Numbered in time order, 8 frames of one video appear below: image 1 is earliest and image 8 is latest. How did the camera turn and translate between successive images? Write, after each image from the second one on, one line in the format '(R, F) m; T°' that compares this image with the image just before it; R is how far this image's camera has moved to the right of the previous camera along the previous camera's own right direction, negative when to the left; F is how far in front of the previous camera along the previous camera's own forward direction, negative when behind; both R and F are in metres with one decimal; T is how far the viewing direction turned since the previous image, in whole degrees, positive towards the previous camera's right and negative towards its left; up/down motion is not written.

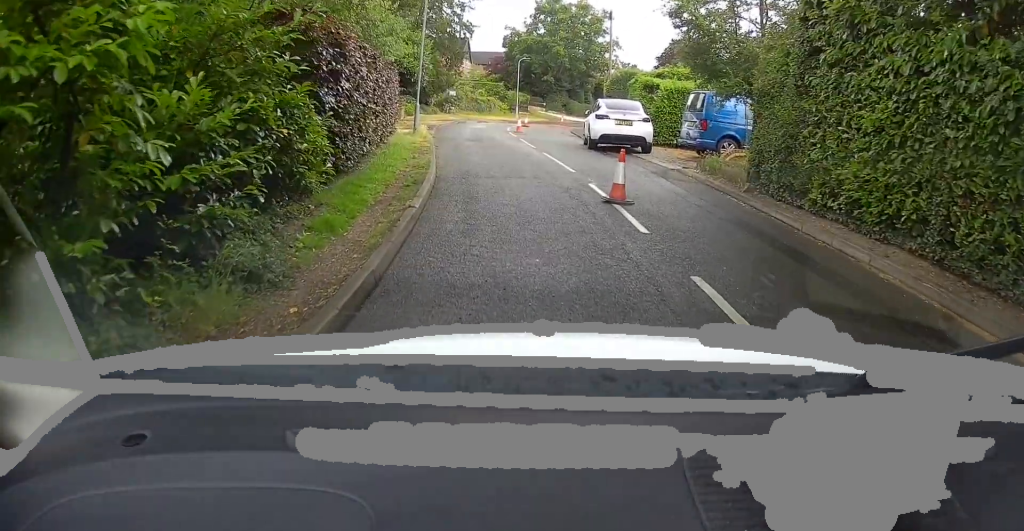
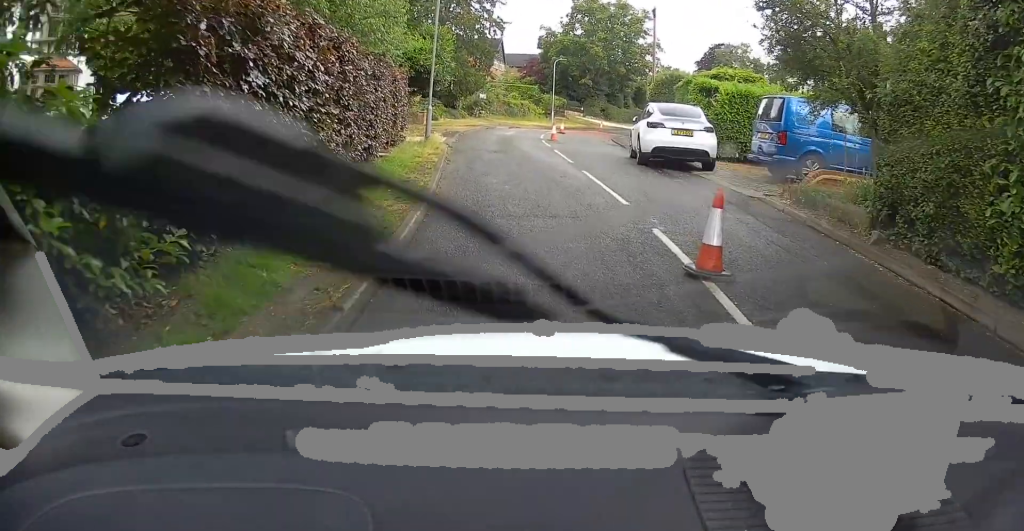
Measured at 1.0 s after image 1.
(+0.1, +3.6) m; -1°
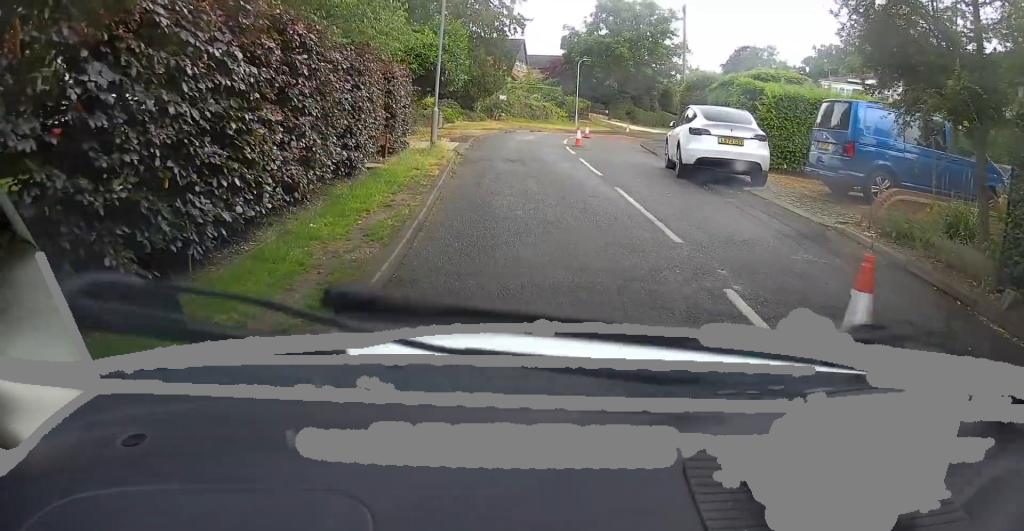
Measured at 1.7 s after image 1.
(0.0, +2.4) m; -4°
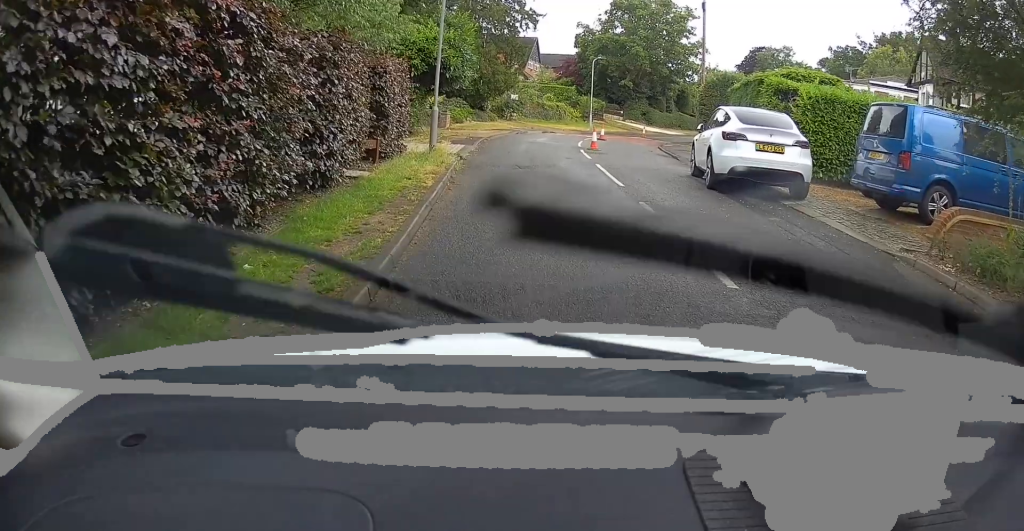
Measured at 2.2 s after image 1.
(-0.1, +1.6) m; -3°
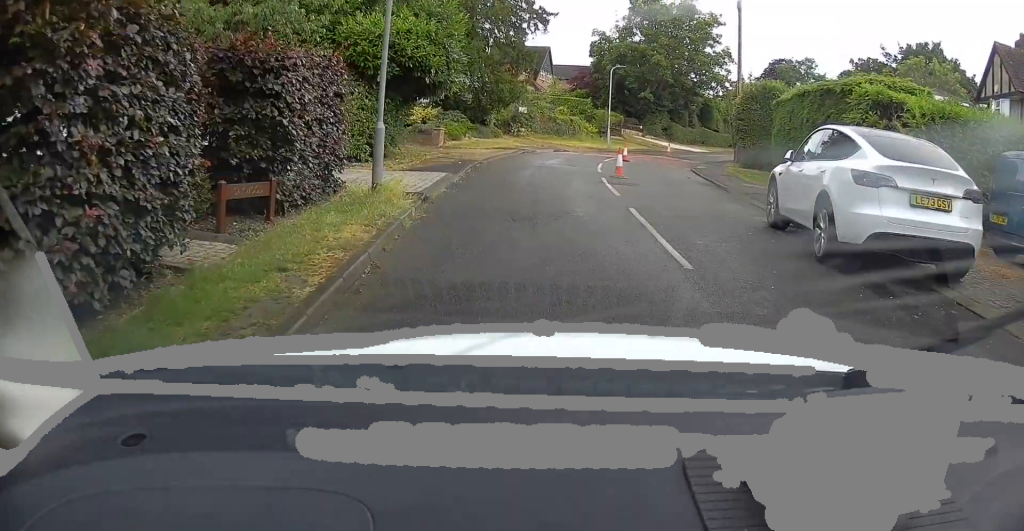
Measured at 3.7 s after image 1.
(-0.3, +4.4) m; -6°
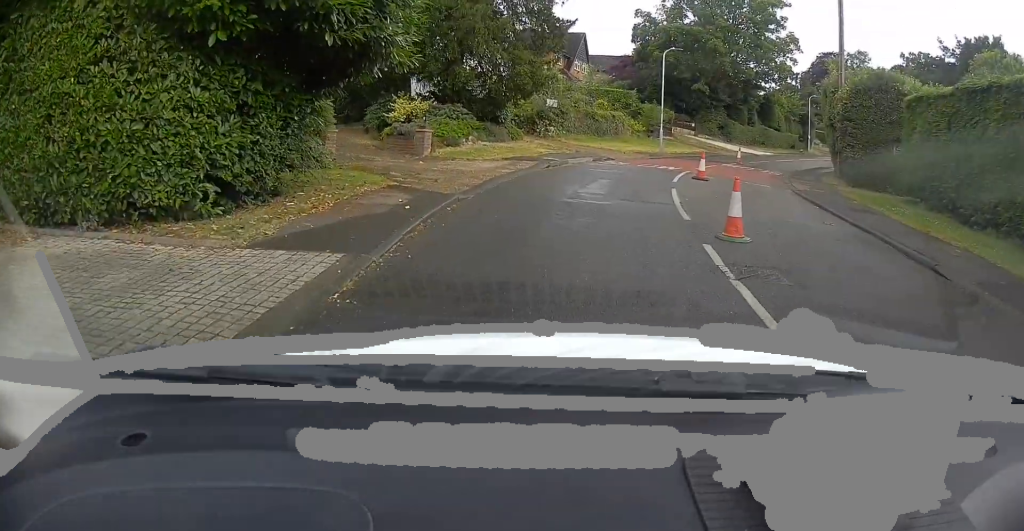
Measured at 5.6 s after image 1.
(-0.2, +8.6) m; -3°
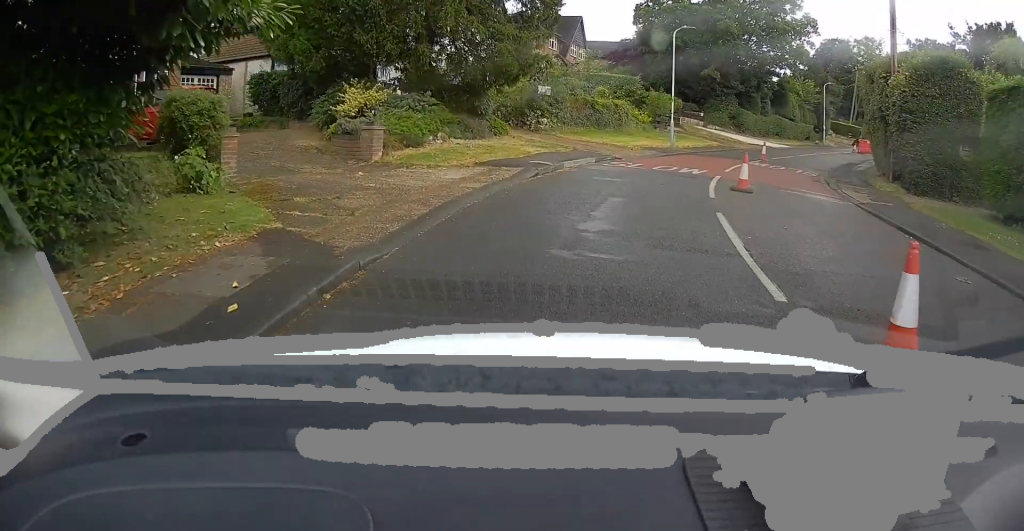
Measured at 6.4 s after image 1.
(-0.2, +4.4) m; 0°
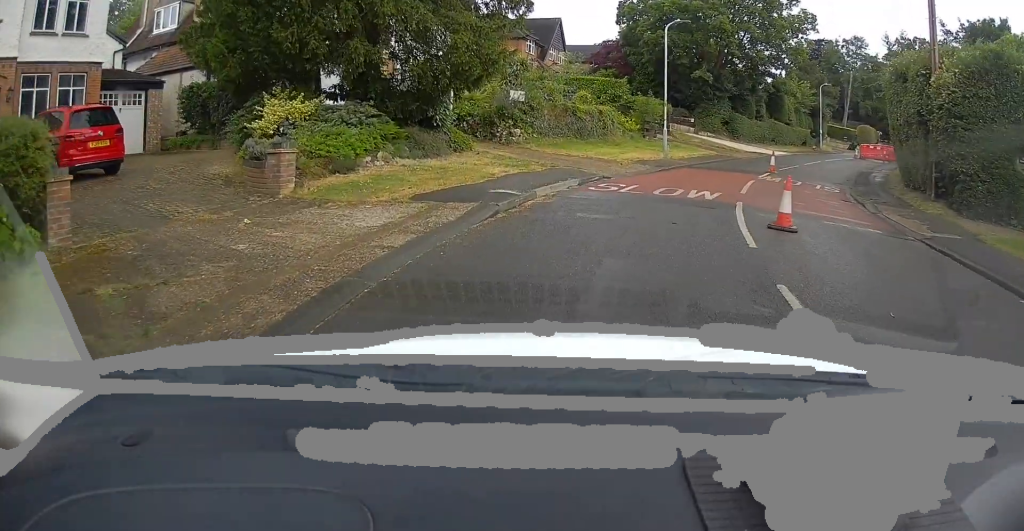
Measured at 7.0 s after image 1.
(+0.1, +3.8) m; +3°
